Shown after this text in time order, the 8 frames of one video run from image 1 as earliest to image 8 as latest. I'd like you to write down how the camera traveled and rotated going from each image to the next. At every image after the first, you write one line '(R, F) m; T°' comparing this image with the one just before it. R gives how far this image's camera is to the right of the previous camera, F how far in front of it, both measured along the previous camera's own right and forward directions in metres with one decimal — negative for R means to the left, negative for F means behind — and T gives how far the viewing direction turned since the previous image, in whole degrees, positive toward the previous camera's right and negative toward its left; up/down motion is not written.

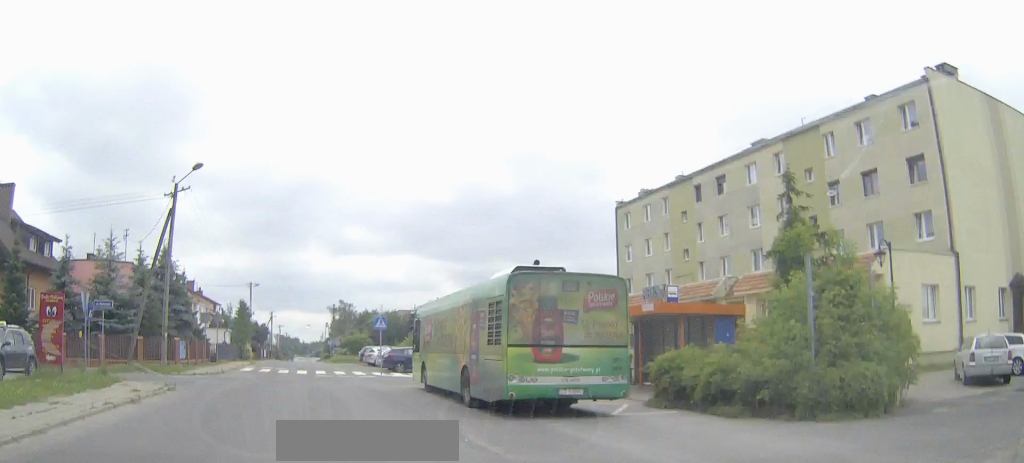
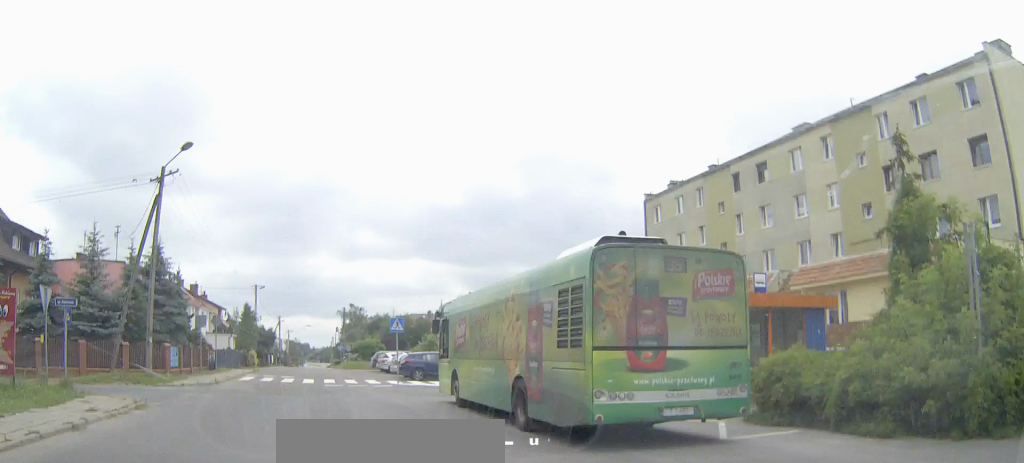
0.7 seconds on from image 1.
(-0.2, +4.1) m; -3°
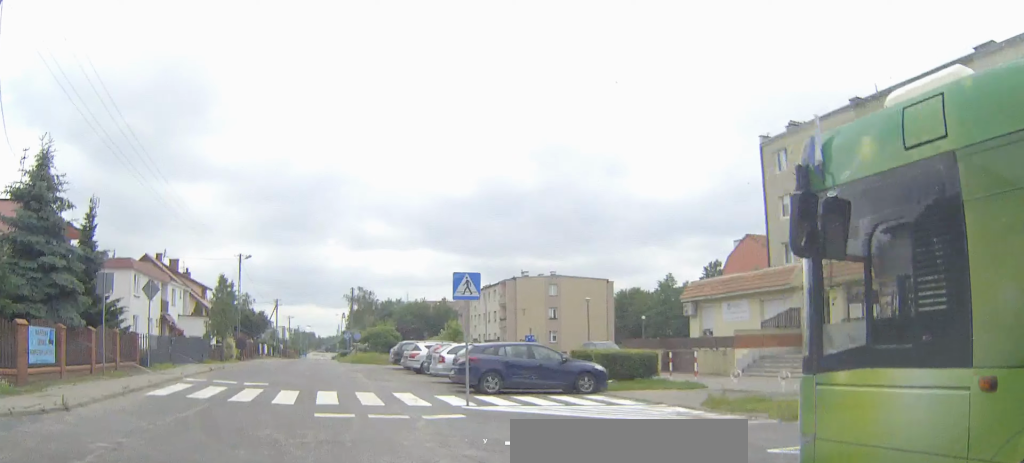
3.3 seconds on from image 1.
(-1.0, +16.9) m; -4°
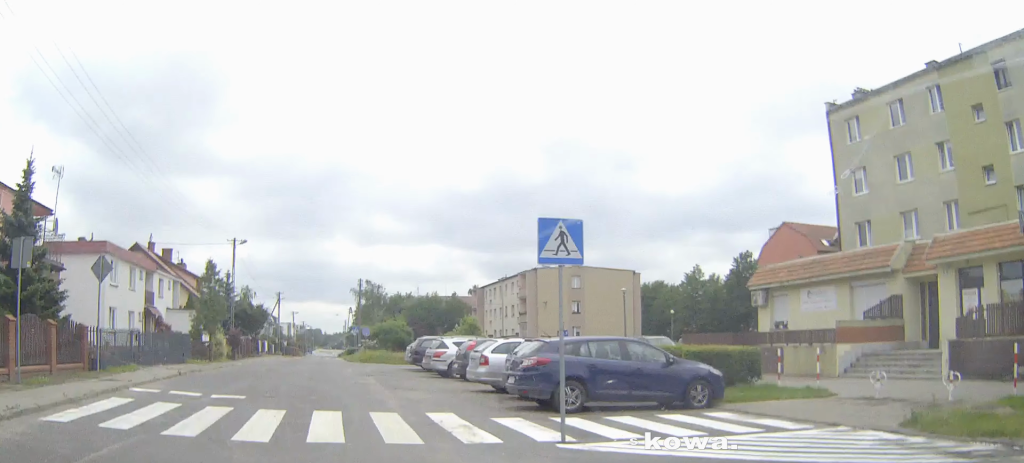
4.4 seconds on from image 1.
(+0.1, +6.8) m; +1°
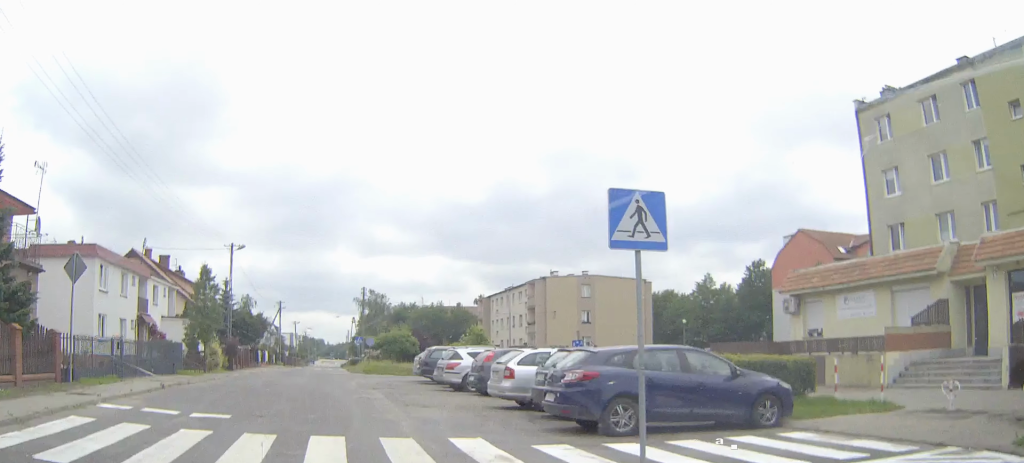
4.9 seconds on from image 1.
(0.0, +2.5) m; 0°
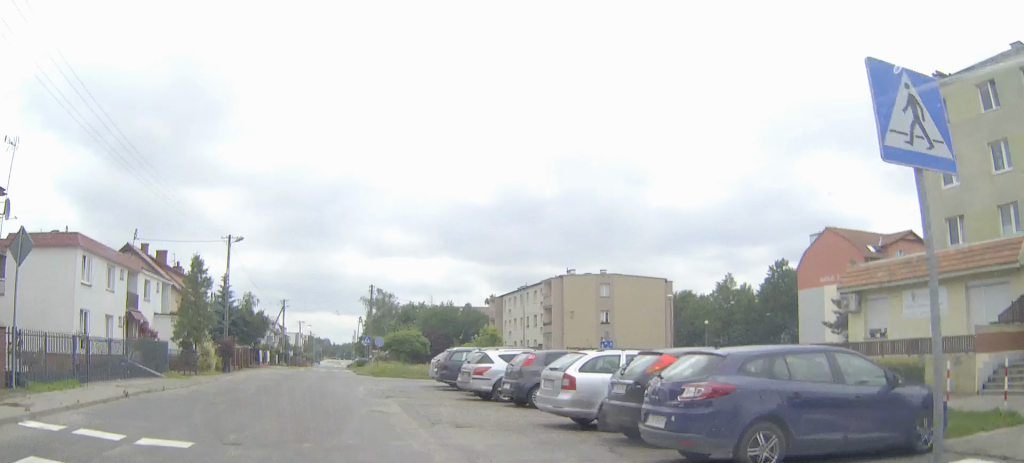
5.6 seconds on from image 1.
(0.0, +3.9) m; 0°
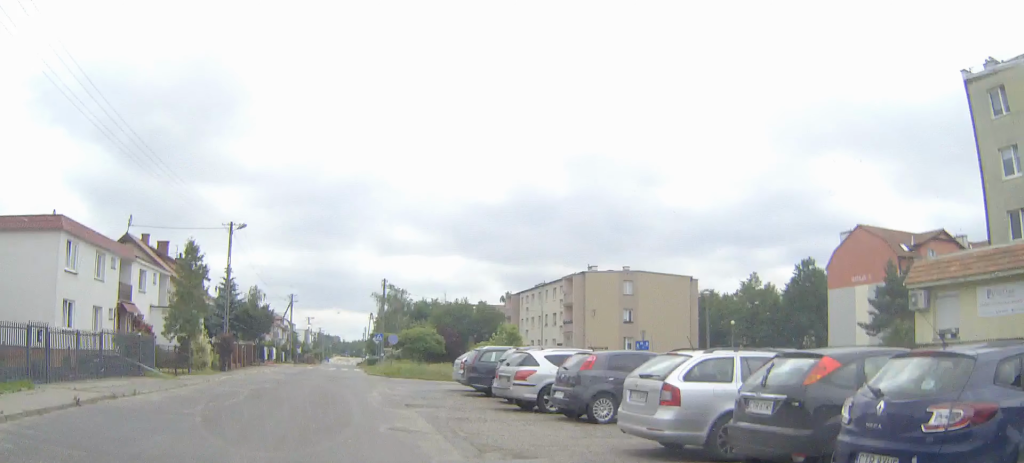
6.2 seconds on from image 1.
(0.0, +3.4) m; 0°
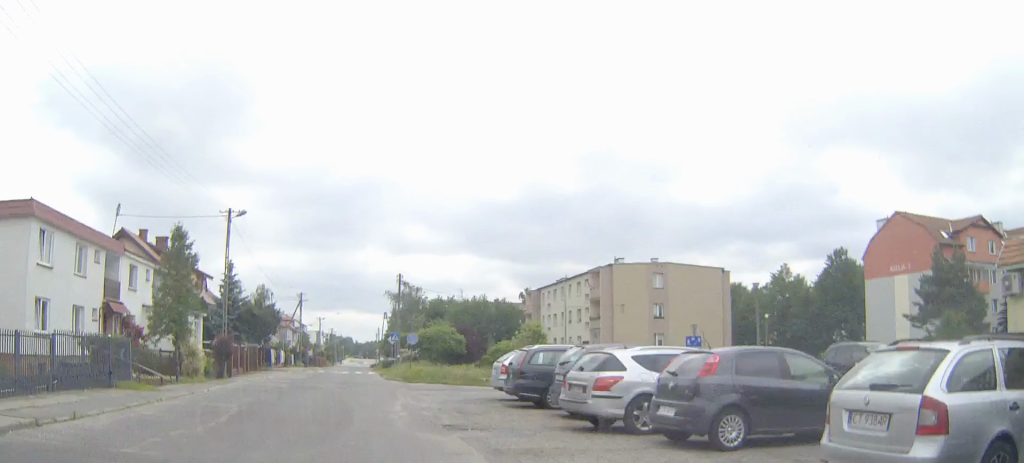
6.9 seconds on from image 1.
(-0.1, +4.3) m; -2°
